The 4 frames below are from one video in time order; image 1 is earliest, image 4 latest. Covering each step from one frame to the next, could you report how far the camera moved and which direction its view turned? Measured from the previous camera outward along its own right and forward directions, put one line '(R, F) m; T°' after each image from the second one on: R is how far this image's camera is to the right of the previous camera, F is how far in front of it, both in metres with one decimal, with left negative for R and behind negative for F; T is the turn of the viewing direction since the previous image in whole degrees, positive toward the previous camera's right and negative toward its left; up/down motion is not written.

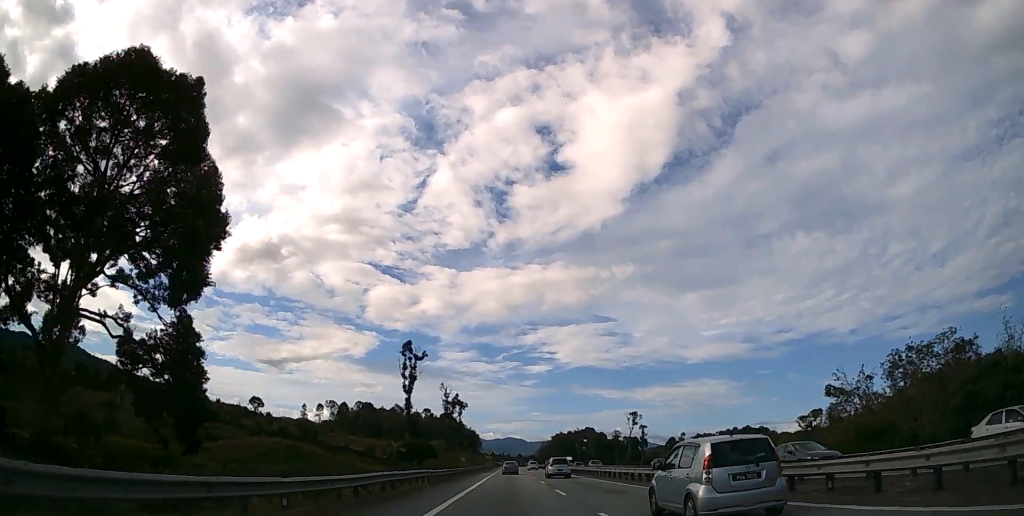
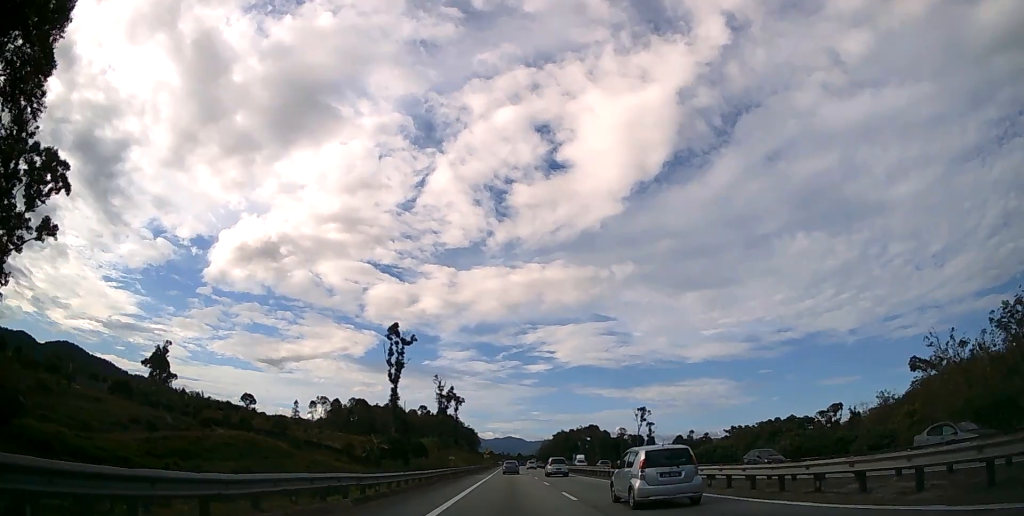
(0.0, +14.7) m; 0°
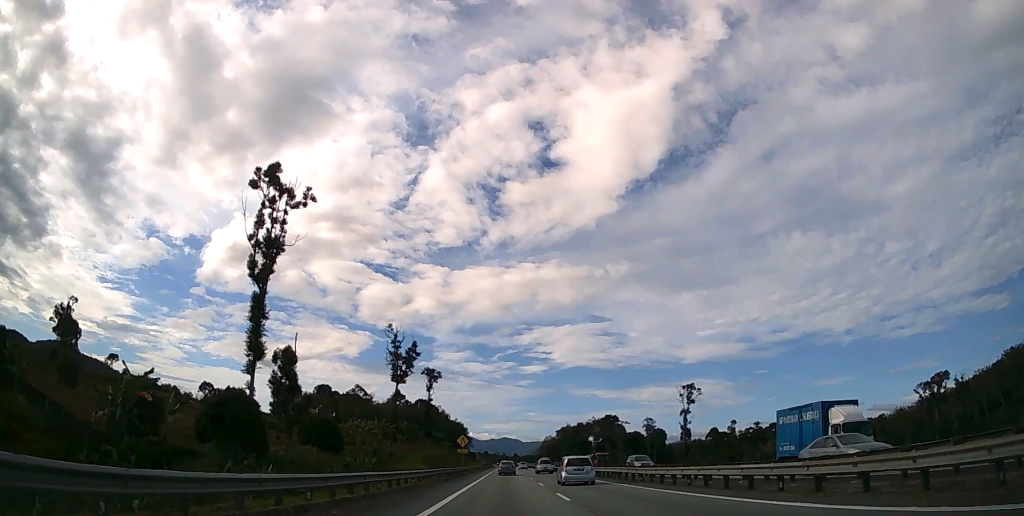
(+0.3, +59.8) m; 0°
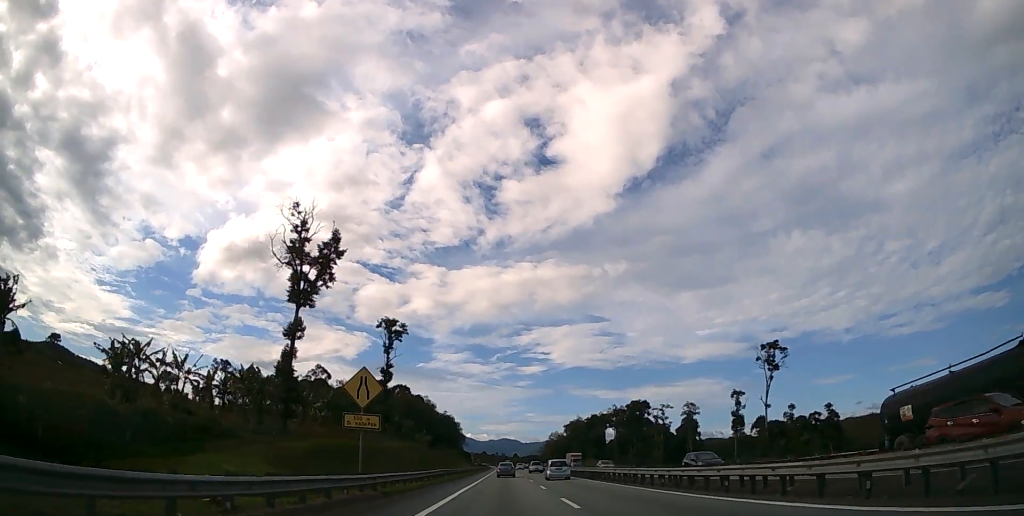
(+0.1, +49.7) m; 0°
